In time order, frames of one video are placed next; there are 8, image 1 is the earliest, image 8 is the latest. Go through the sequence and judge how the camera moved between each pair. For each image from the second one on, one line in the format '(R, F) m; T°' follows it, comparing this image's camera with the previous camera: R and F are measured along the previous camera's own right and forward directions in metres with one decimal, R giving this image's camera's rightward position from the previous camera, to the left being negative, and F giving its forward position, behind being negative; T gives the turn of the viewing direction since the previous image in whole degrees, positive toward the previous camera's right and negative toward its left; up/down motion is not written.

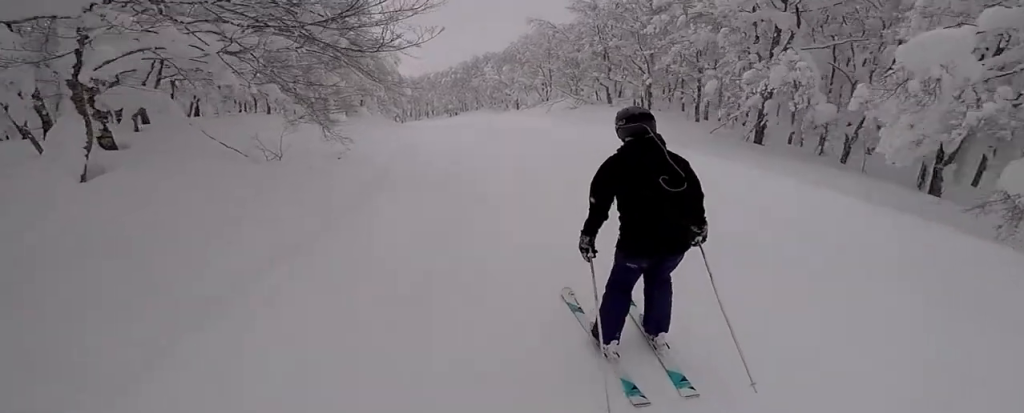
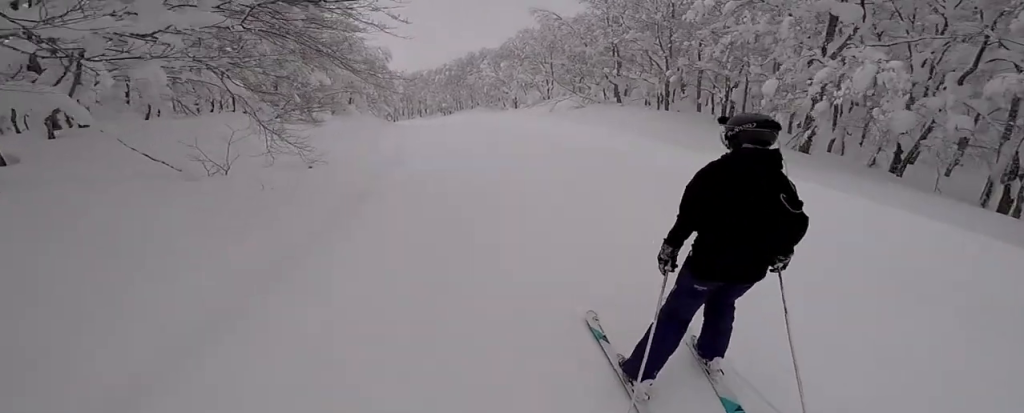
(0.0, +2.1) m; 0°
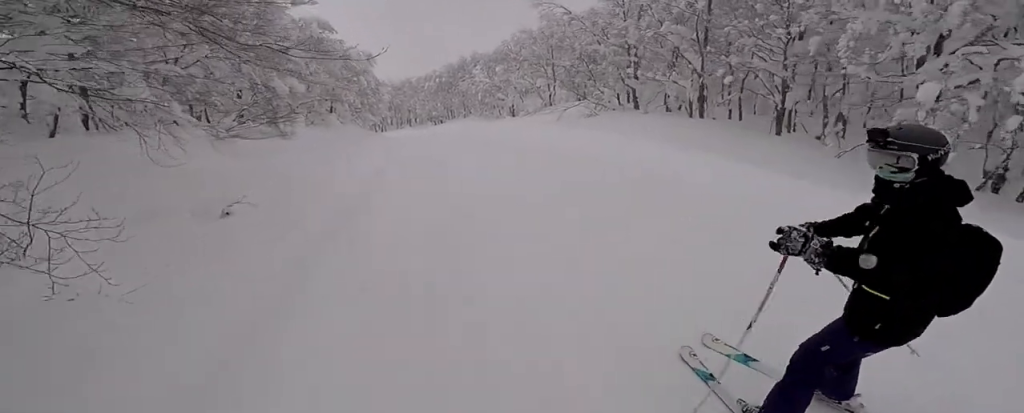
(0.0, +3.4) m; +2°
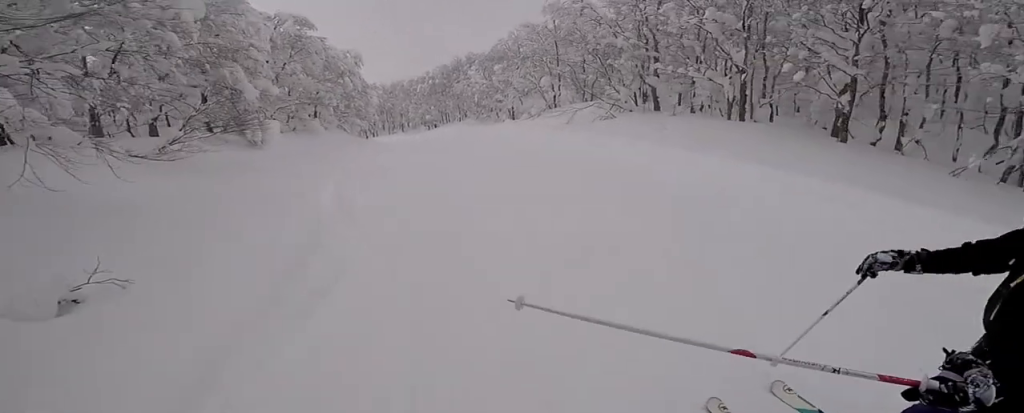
(0.0, +2.6) m; +1°
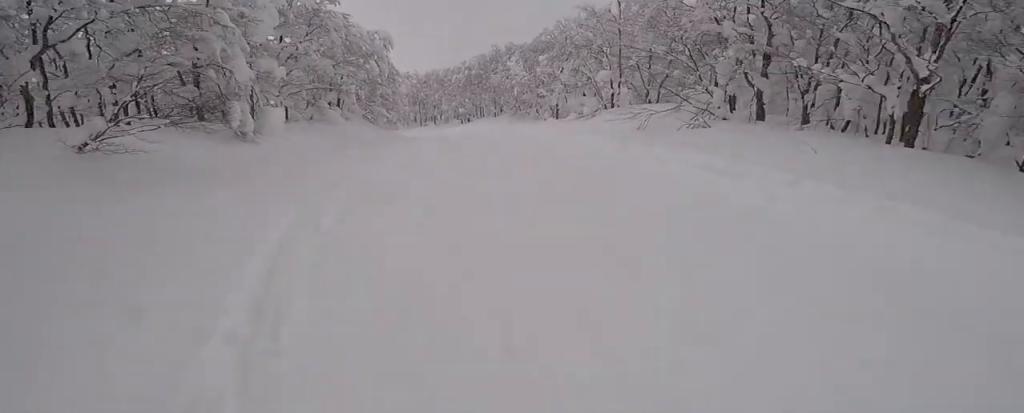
(+0.2, +3.9) m; 0°
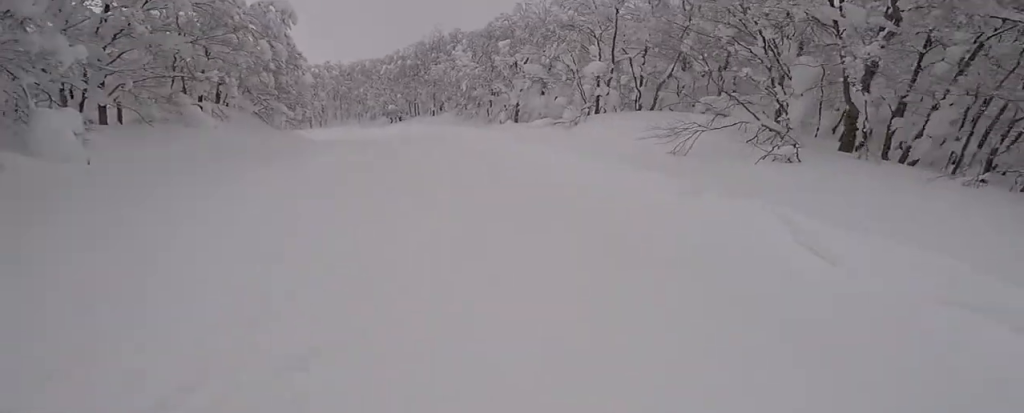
(-0.4, +5.3) m; -5°
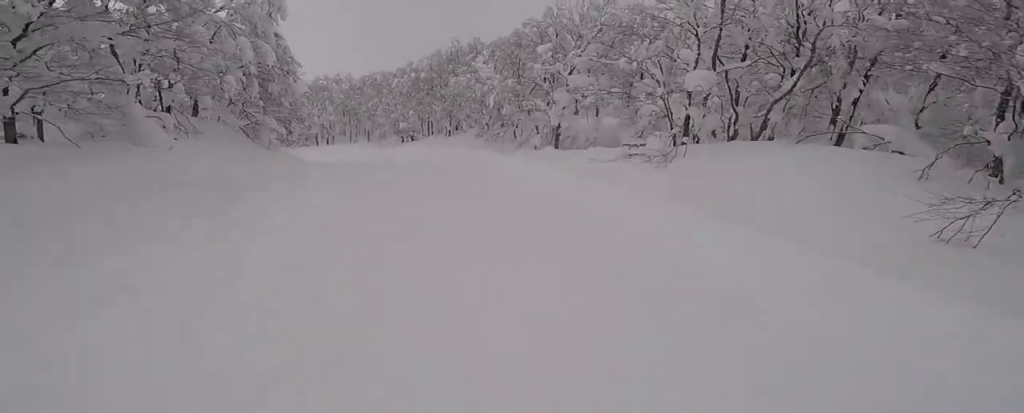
(-0.1, +5.8) m; -1°
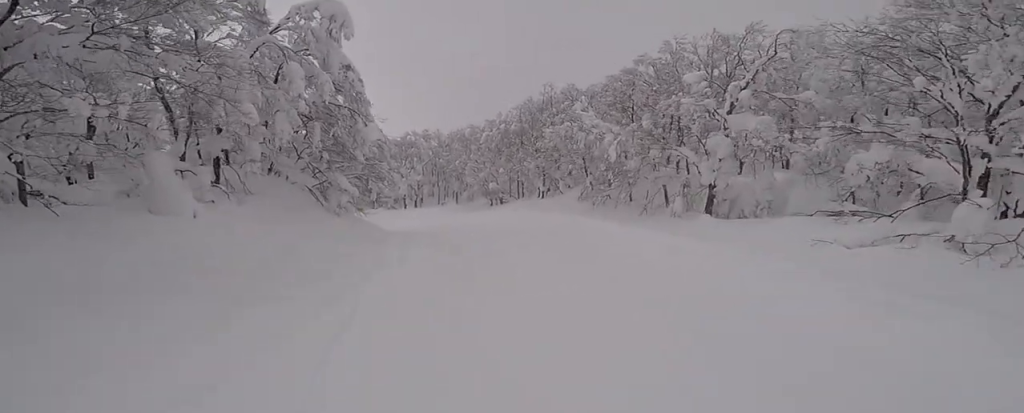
(-0.1, +5.3) m; -1°
